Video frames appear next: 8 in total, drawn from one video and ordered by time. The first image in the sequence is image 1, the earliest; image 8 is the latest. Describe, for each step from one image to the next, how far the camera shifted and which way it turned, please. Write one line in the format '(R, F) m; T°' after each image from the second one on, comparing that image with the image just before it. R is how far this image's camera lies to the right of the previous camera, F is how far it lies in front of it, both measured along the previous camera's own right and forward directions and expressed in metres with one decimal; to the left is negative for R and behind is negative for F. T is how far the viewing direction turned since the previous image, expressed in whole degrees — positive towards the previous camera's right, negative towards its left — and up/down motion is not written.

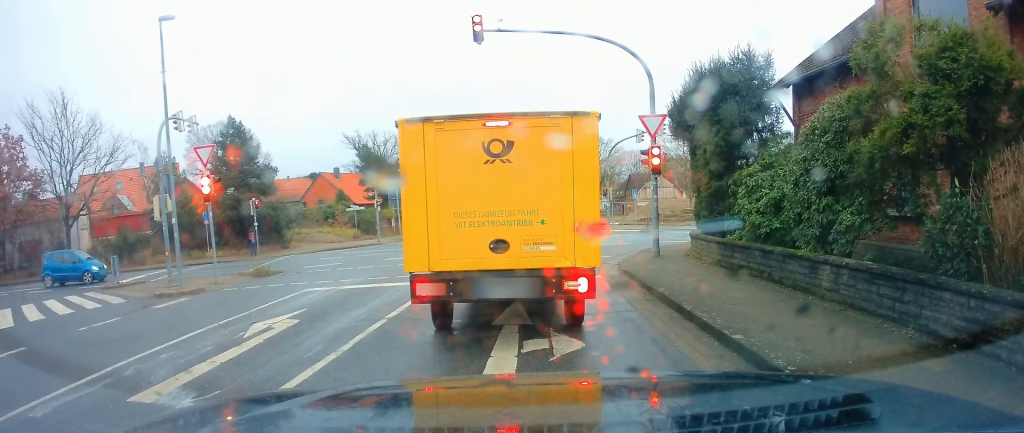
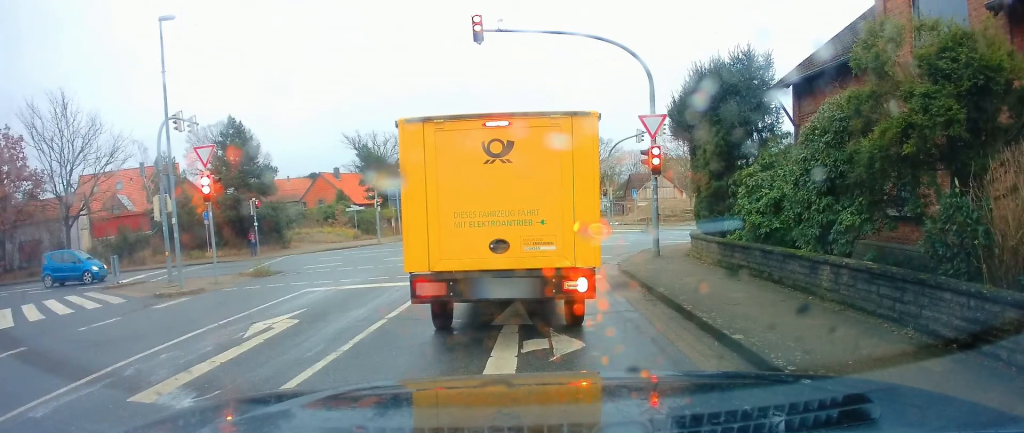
(0.0, 0.0) m; 0°
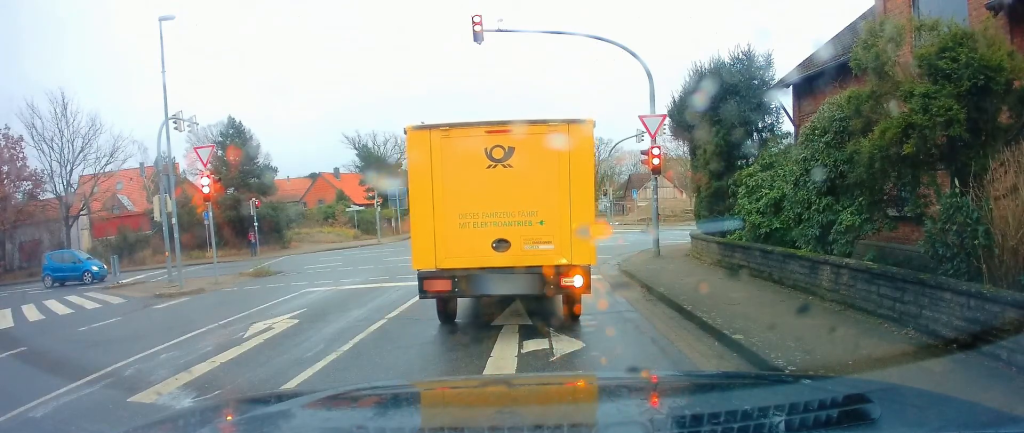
(+0.1, 0.0) m; 0°
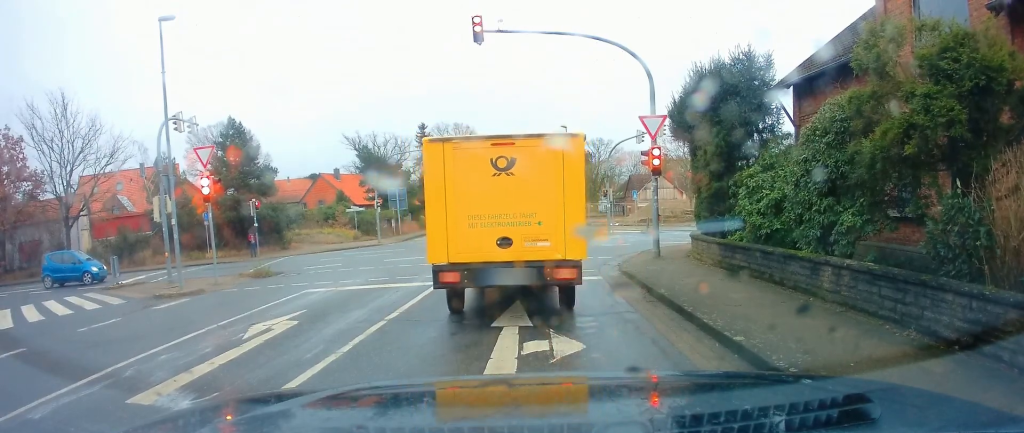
(+0.2, +0.1) m; 0°
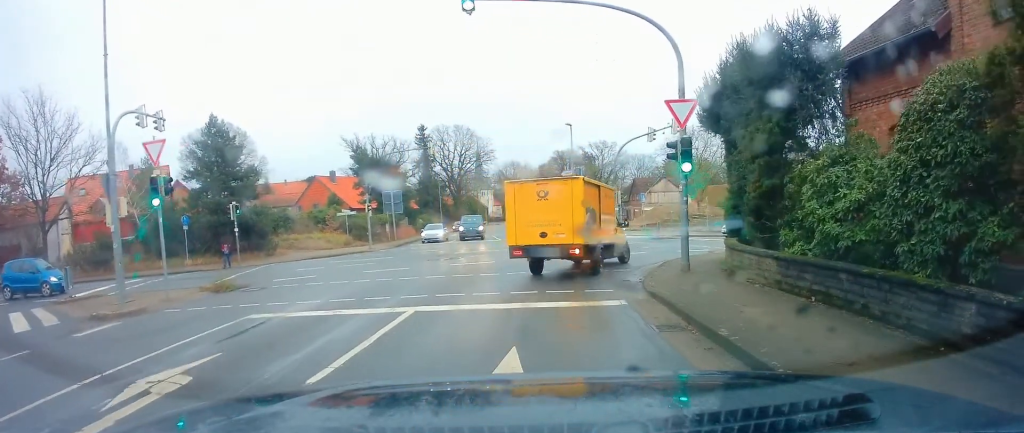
(+0.2, +2.9) m; +3°
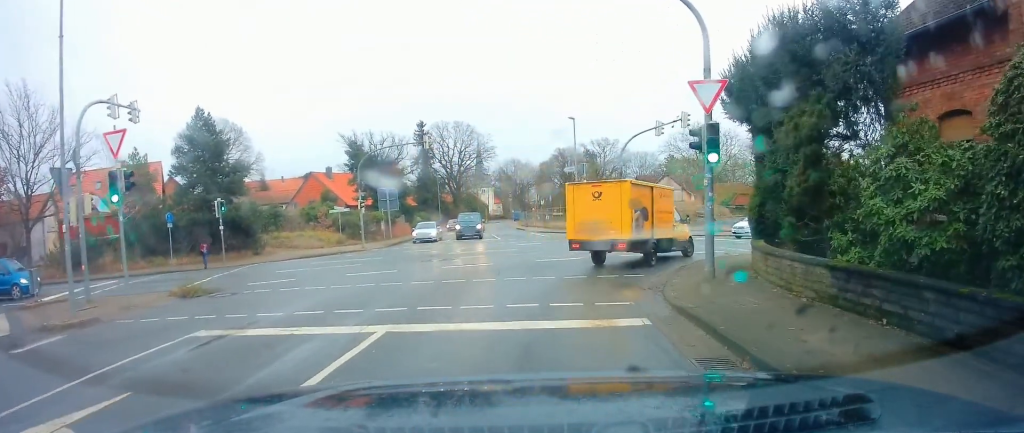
(0.0, +1.9) m; +4°
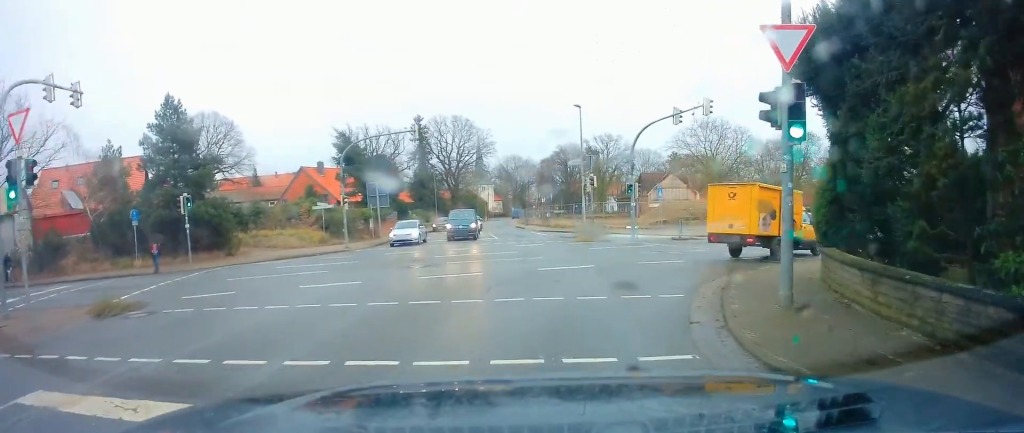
(+0.2, +3.8) m; +4°
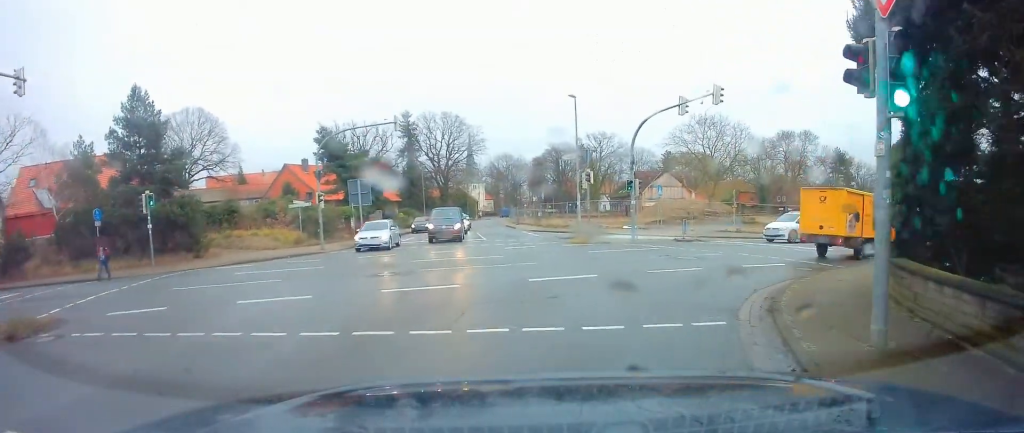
(+0.1, +2.6) m; +3°
